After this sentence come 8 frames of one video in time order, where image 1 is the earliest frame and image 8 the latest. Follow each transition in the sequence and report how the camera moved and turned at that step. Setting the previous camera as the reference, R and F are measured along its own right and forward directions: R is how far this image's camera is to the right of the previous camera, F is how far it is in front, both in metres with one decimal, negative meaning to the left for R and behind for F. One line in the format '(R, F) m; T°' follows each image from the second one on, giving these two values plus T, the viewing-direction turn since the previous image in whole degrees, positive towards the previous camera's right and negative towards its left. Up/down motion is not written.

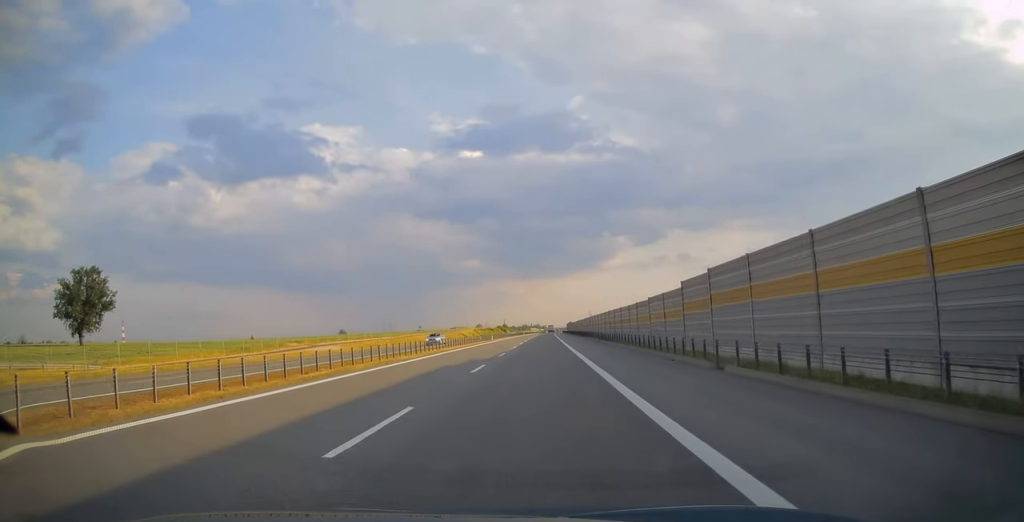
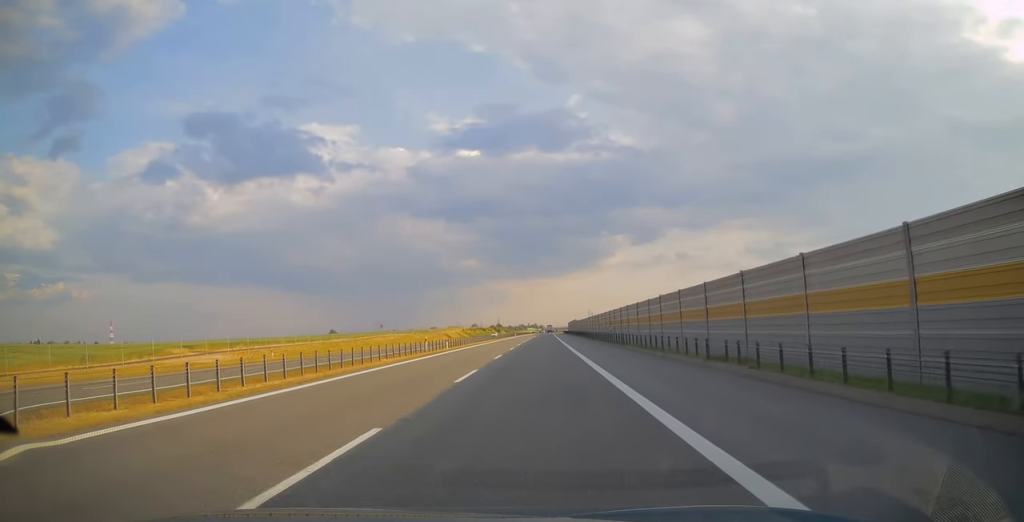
(+0.1, +38.9) m; 0°
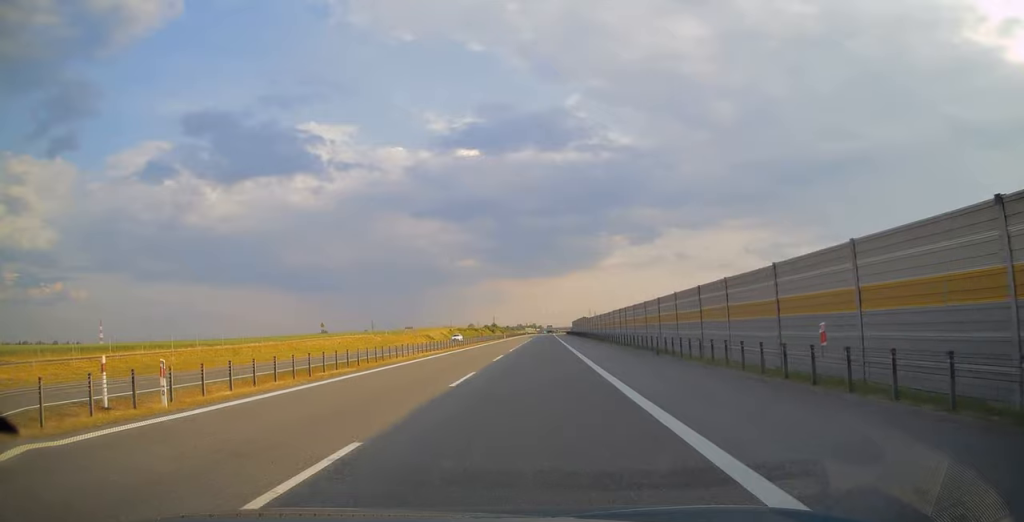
(0.0, +36.9) m; 0°
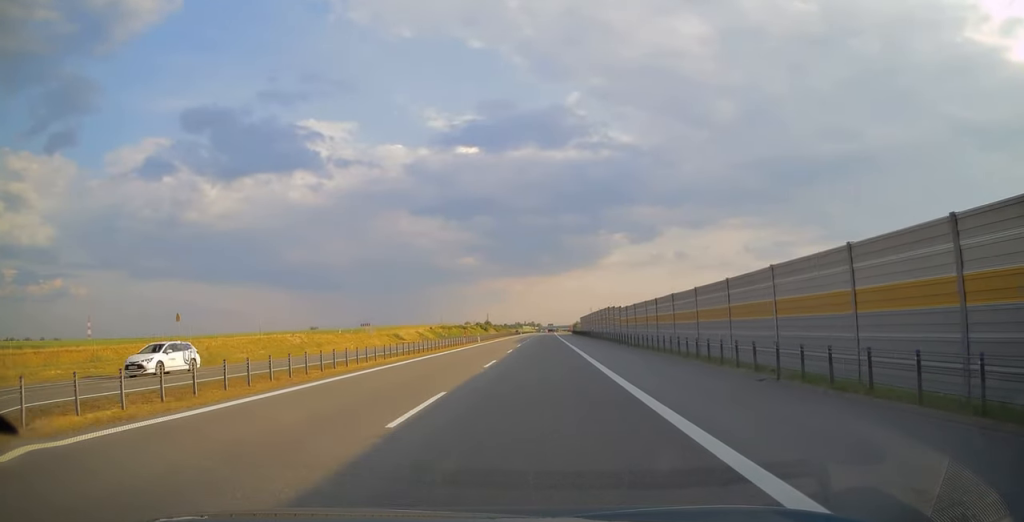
(+0.2, +42.5) m; 0°
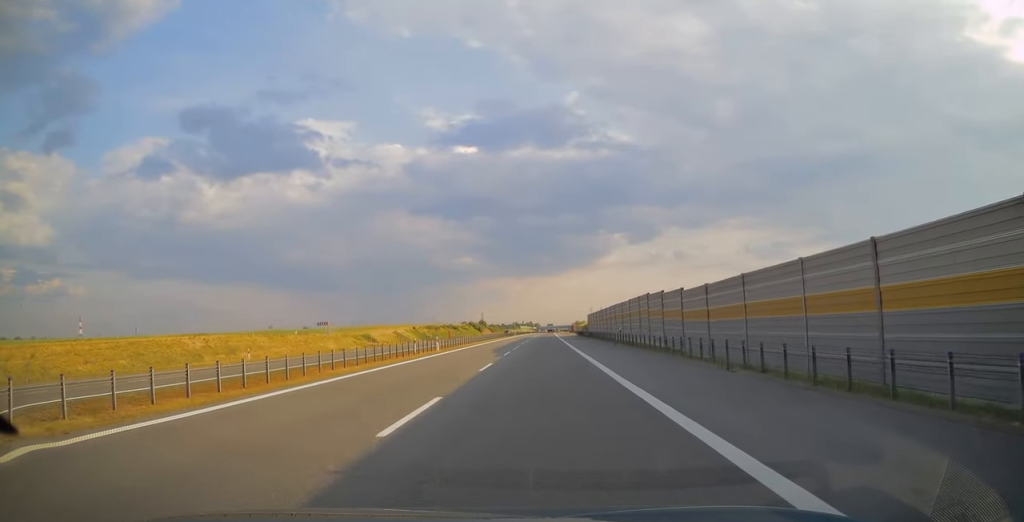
(-0.1, +26.0) m; 0°
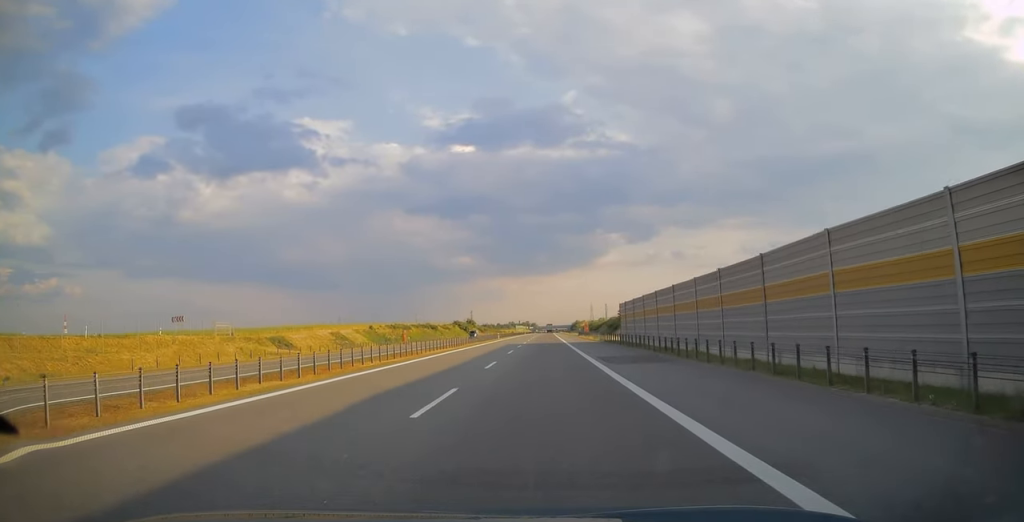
(+0.2, +45.7) m; 0°
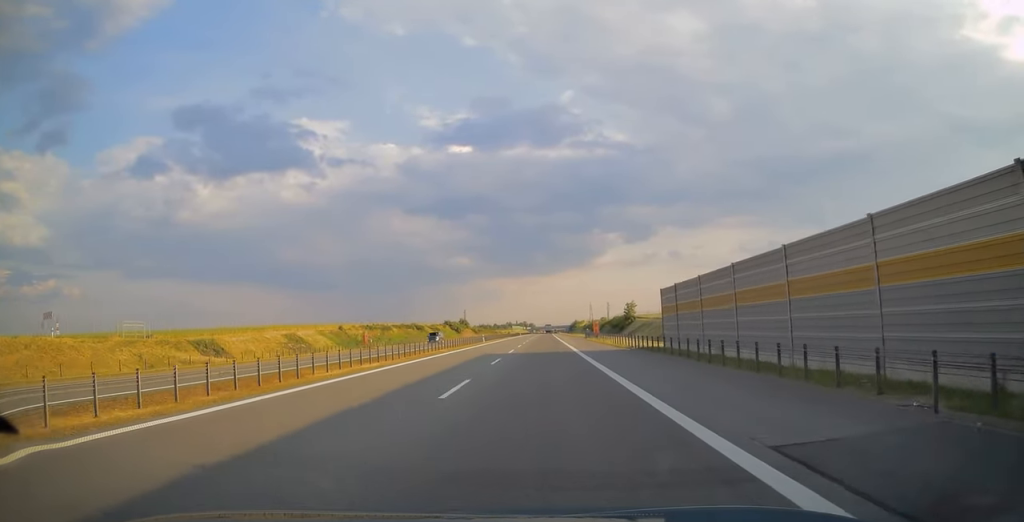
(-0.2, +20.9) m; 0°
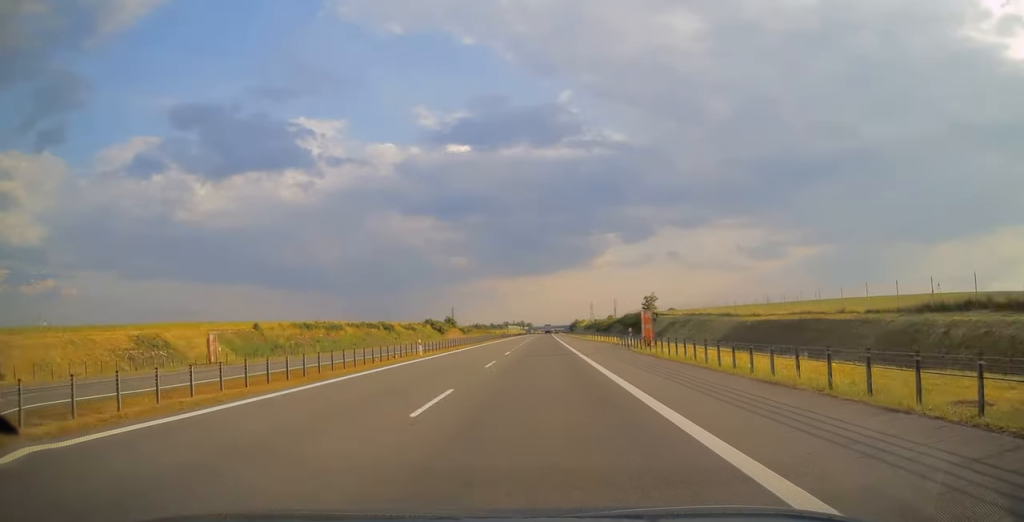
(+0.3, +38.0) m; +1°
